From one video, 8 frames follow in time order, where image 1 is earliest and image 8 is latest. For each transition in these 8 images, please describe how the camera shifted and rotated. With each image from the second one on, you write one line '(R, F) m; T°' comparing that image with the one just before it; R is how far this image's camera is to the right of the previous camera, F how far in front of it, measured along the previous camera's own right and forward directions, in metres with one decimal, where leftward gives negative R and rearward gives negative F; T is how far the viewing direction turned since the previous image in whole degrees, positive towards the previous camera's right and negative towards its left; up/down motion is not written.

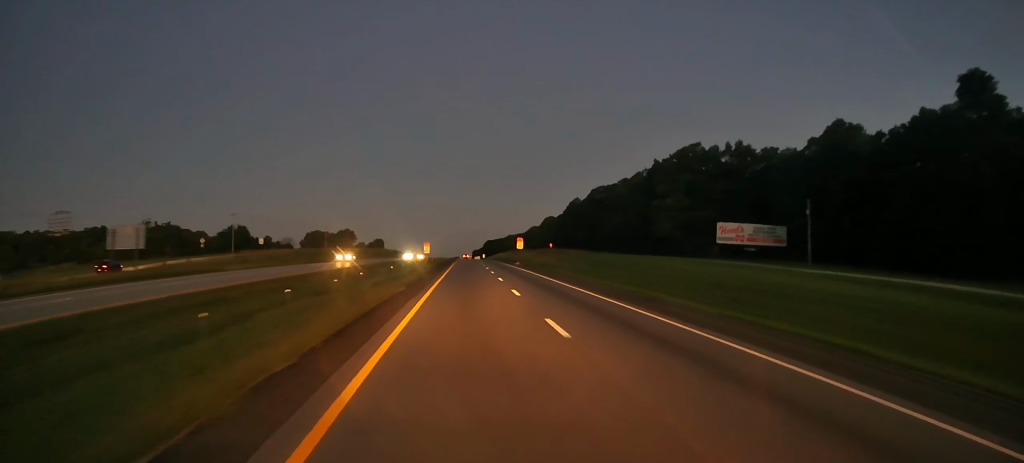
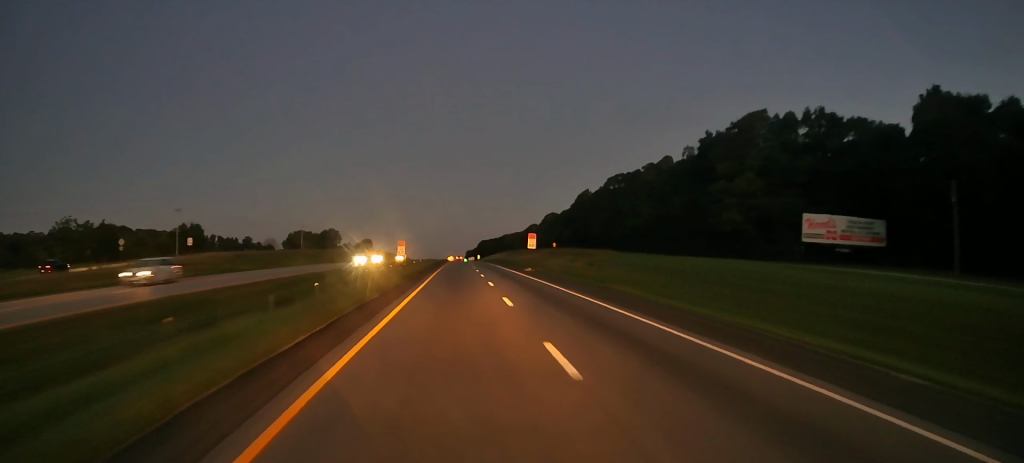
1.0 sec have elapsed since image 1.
(-0.1, +28.1) m; 0°
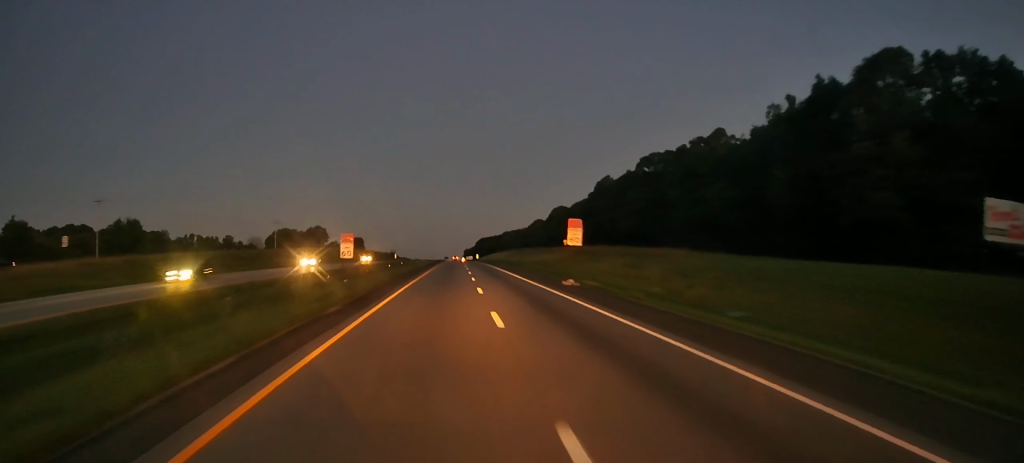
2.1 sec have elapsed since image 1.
(0.0, +29.9) m; 0°
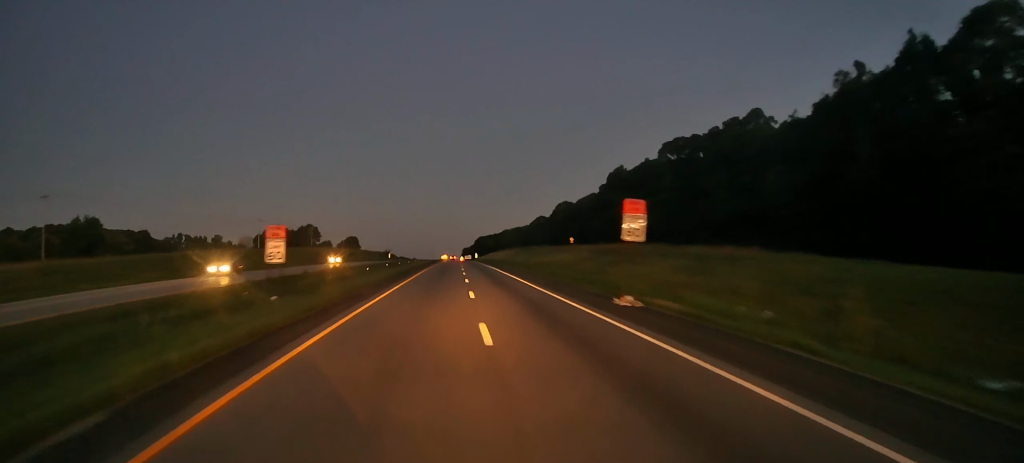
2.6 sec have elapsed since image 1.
(+0.1, +14.9) m; 0°
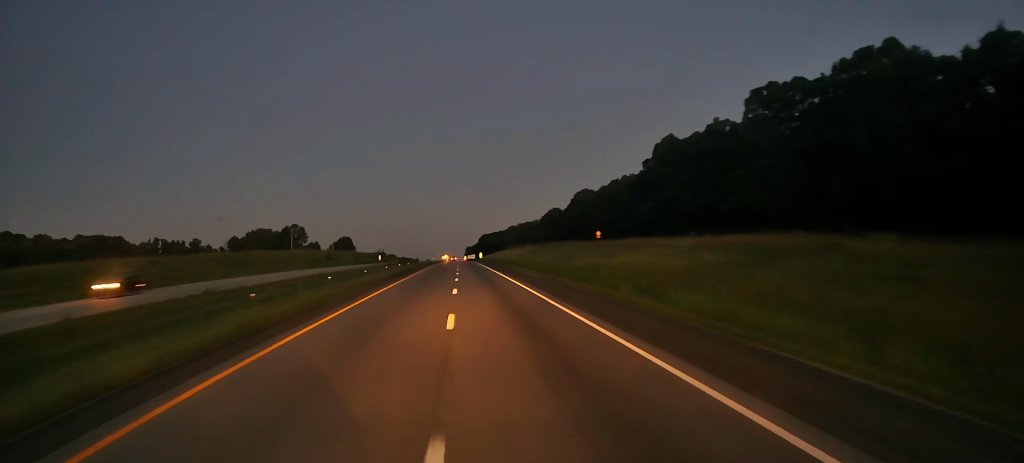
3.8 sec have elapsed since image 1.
(+0.2, +33.6) m; +1°
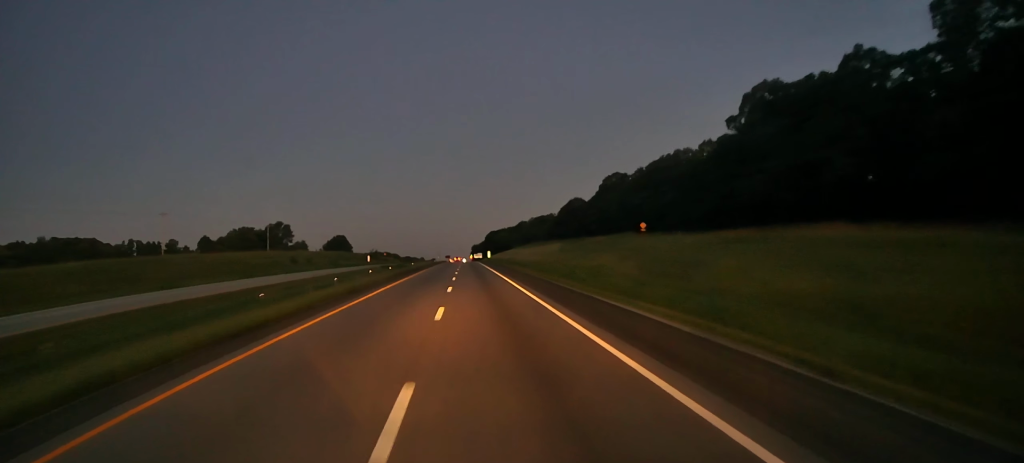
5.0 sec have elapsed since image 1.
(+0.5, +33.5) m; 0°
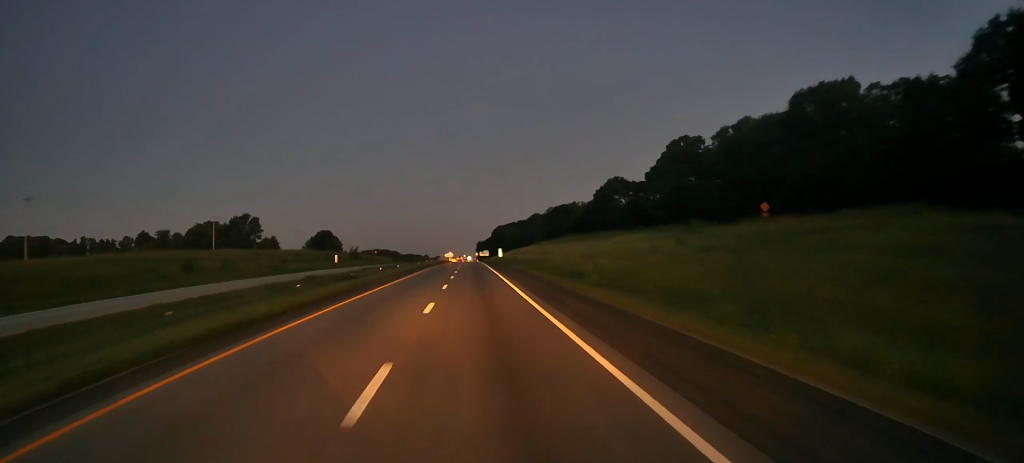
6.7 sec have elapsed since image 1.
(-1.1, +46.4) m; -1°
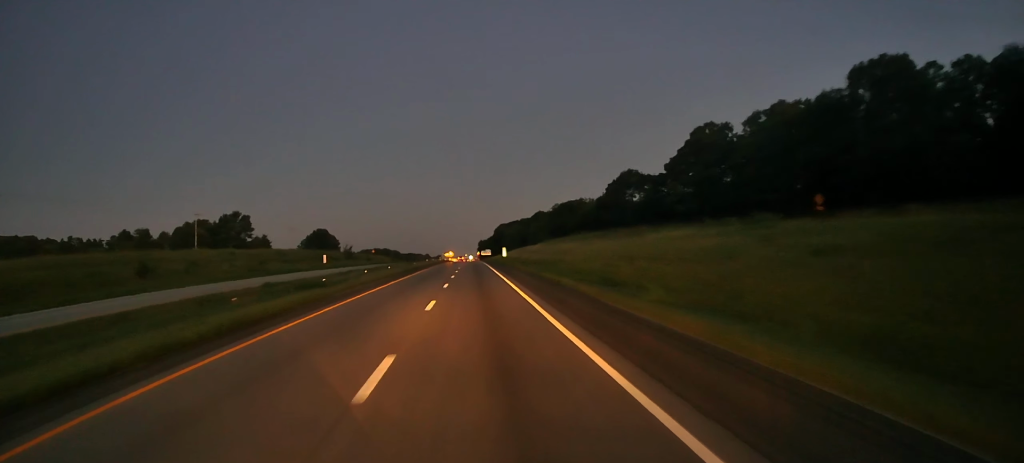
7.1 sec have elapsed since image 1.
(0.0, +11.1) m; 0°
